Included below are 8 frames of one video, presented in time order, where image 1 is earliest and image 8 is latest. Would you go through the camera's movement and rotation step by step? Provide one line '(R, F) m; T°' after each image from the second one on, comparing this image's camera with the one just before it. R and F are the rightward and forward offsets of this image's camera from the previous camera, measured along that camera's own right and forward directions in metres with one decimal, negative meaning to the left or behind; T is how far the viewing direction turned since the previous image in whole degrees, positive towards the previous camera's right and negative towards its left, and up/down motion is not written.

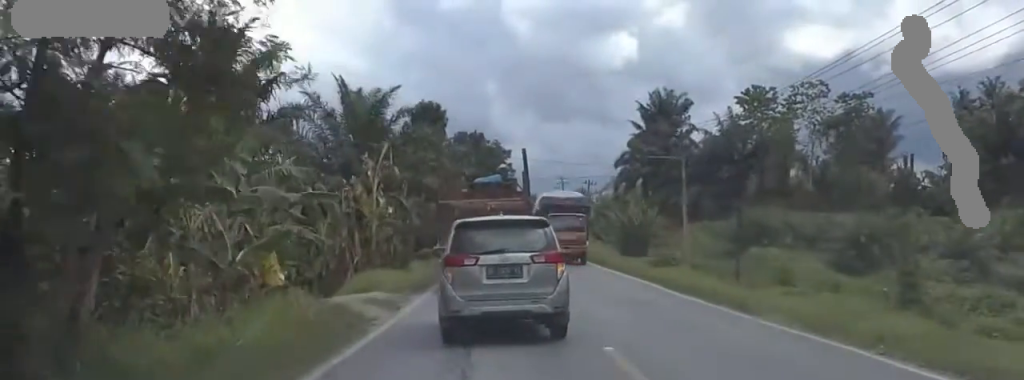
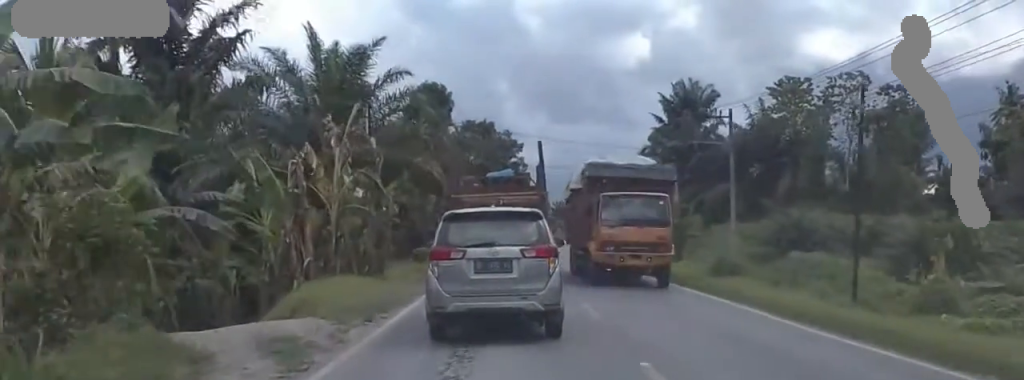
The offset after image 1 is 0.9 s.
(-0.3, +10.5) m; +7°
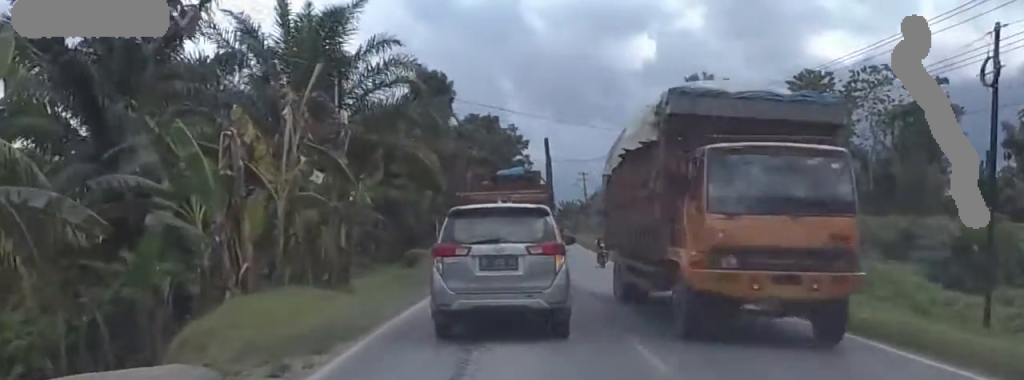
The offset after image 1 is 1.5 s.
(+0.7, +6.3) m; +1°
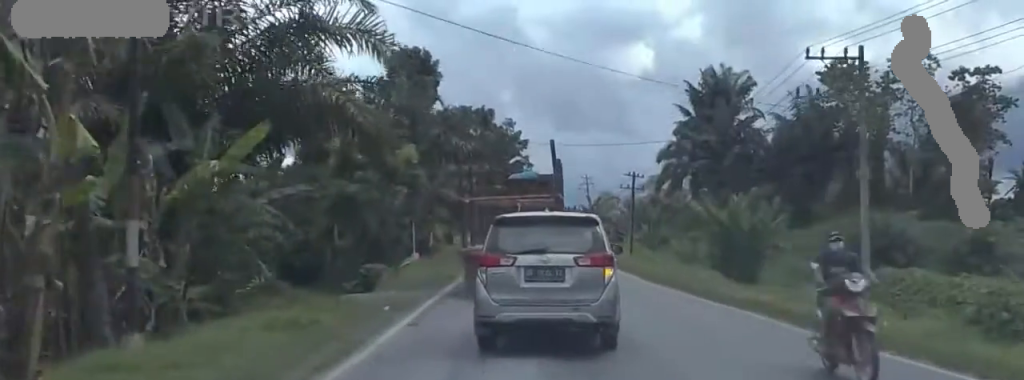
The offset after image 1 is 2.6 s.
(-0.1, +13.1) m; -5°
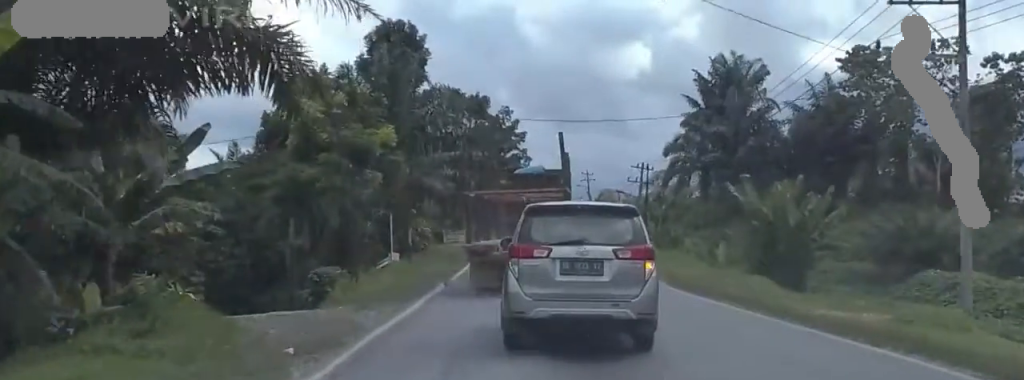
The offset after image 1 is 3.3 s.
(-0.5, +7.7) m; -3°
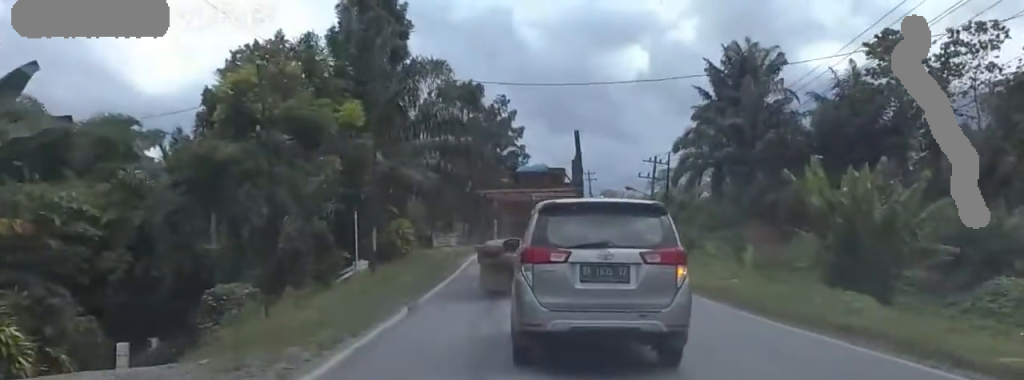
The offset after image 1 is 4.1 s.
(+0.3, +8.5) m; 0°
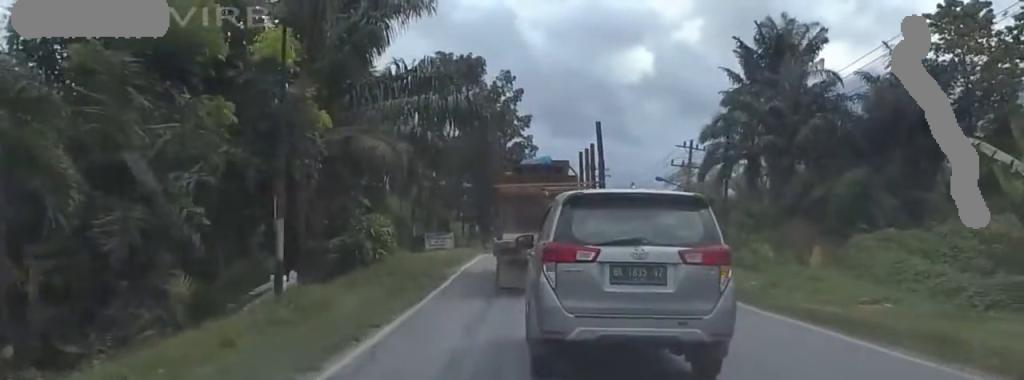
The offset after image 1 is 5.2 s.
(-0.3, +12.5) m; 0°
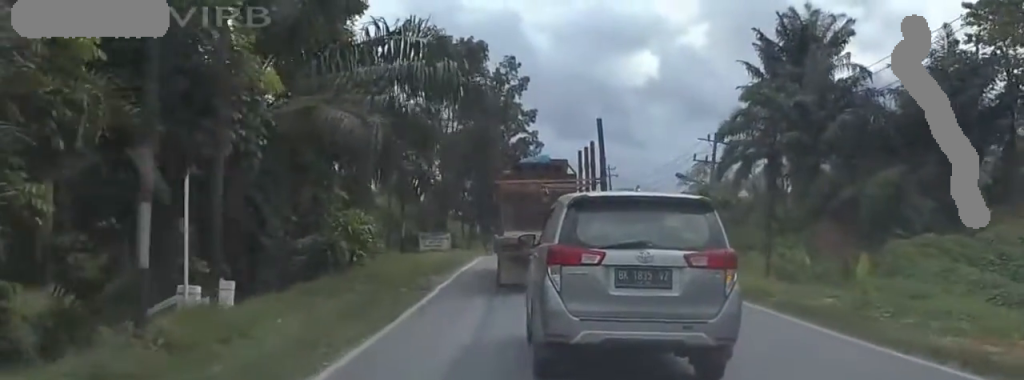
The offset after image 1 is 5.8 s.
(+0.2, +6.6) m; +1°
